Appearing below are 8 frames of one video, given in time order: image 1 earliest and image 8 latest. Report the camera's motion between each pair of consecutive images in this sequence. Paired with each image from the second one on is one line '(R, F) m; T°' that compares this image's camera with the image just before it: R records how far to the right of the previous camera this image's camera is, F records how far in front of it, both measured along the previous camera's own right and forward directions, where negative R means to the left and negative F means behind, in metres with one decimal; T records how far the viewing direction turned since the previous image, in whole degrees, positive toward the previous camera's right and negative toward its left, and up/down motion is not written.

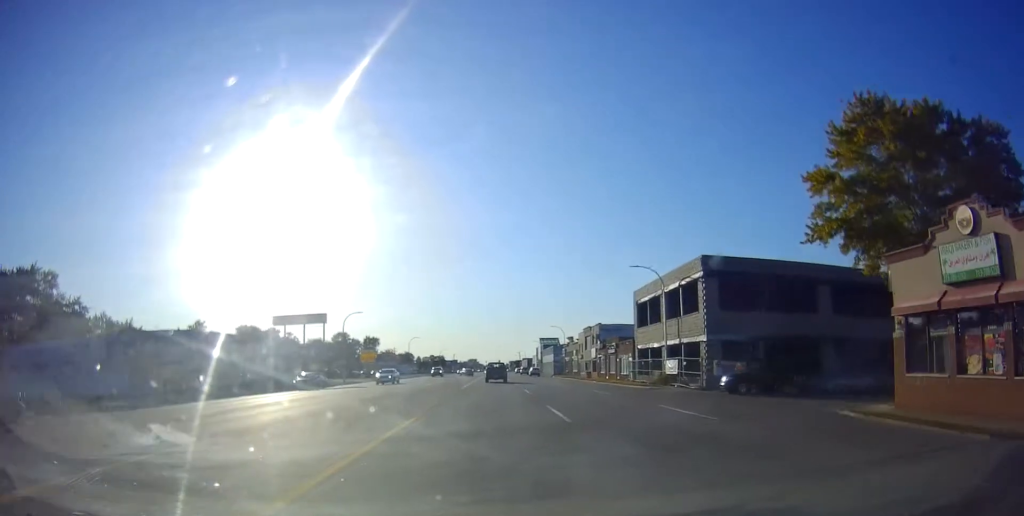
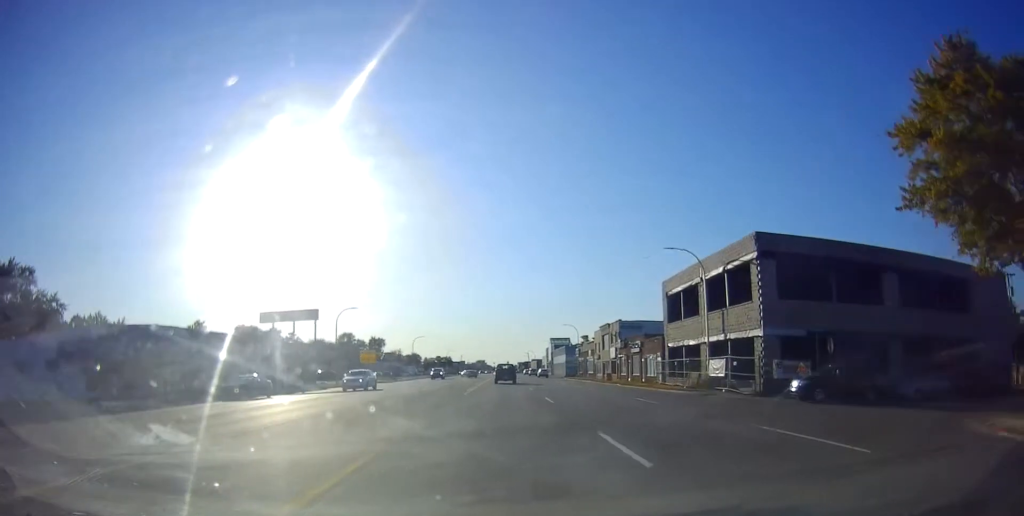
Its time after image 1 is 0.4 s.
(0.0, +7.4) m; 0°
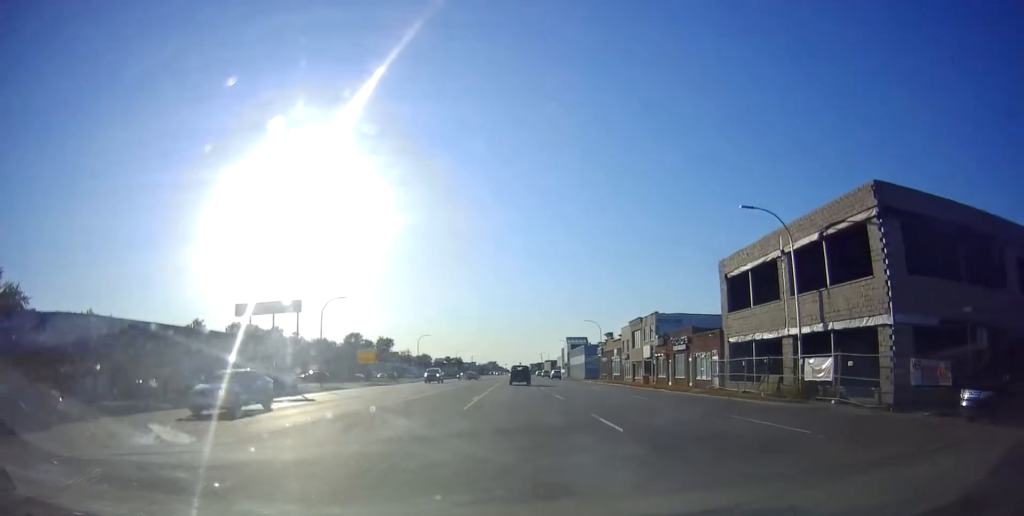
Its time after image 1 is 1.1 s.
(+0.3, +10.7) m; 0°
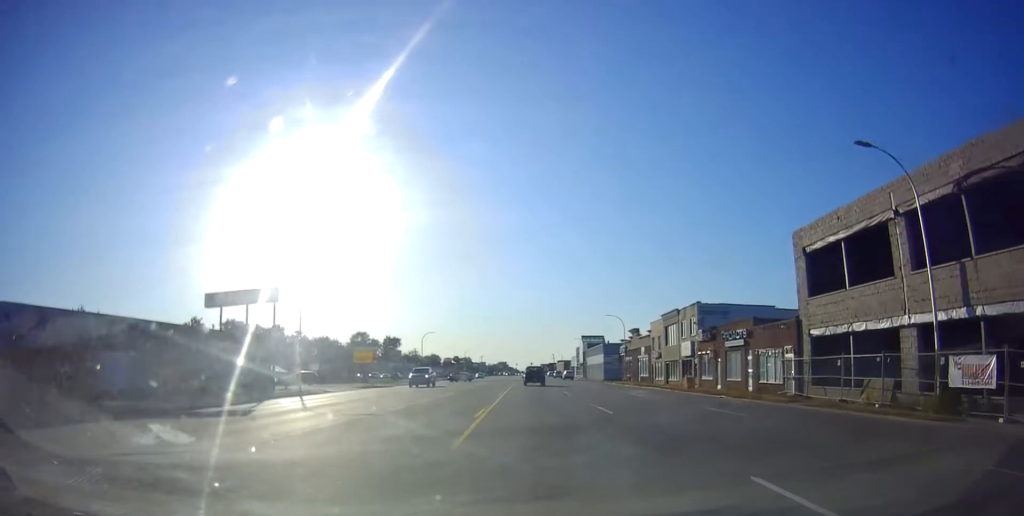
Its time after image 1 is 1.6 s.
(-0.2, +9.5) m; -1°
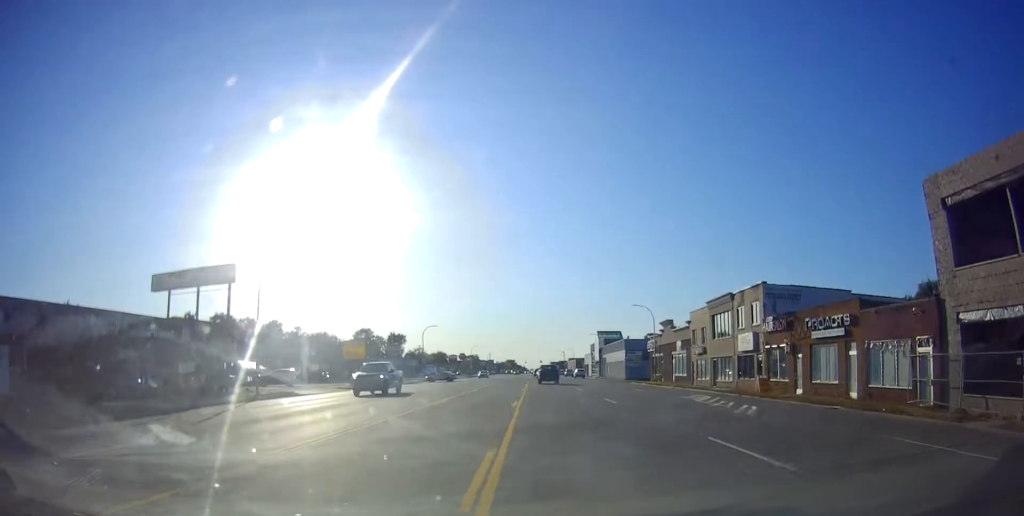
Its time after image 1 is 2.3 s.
(-0.2, +11.1) m; -1°
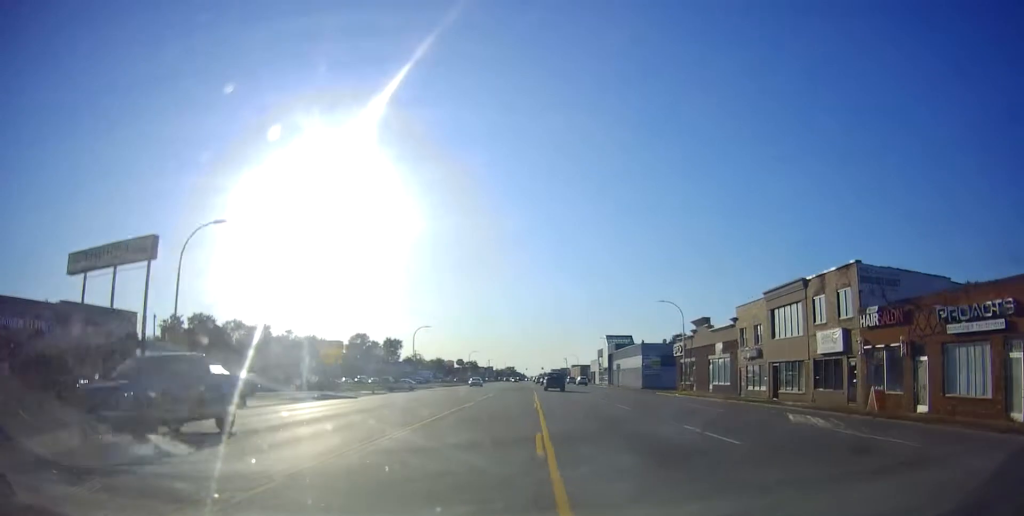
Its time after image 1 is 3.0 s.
(0.0, +11.3) m; -2°
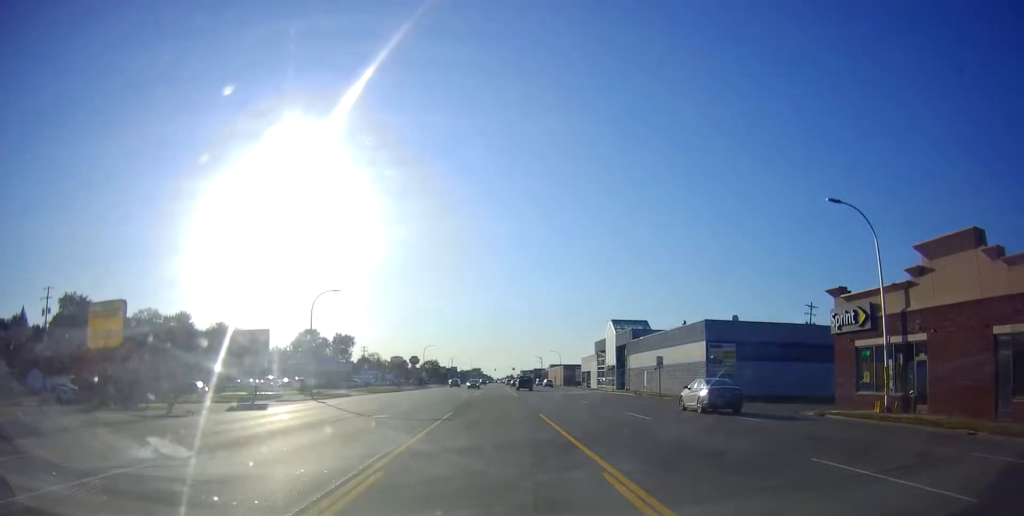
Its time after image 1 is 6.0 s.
(-0.4, +40.6) m; +2°
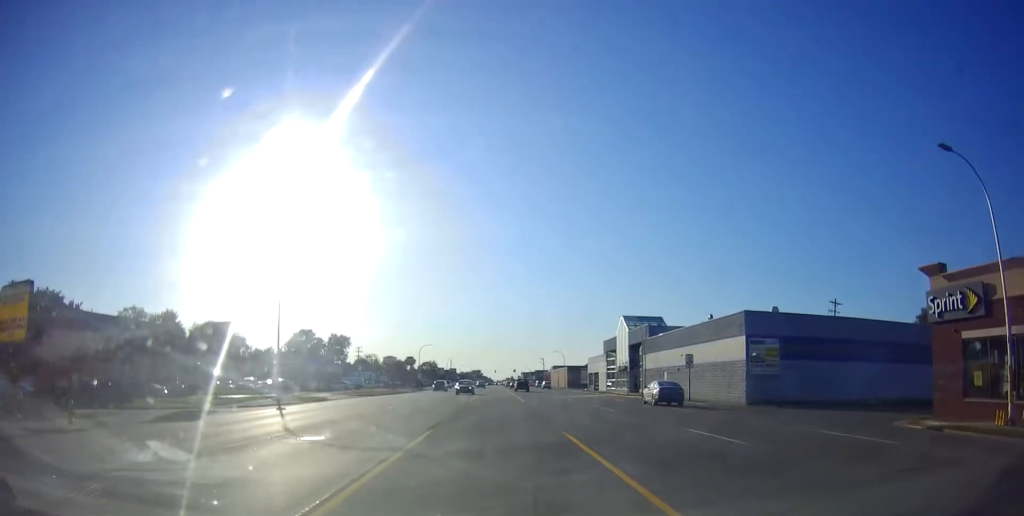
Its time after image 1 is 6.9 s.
(+0.3, +8.9) m; +3°
